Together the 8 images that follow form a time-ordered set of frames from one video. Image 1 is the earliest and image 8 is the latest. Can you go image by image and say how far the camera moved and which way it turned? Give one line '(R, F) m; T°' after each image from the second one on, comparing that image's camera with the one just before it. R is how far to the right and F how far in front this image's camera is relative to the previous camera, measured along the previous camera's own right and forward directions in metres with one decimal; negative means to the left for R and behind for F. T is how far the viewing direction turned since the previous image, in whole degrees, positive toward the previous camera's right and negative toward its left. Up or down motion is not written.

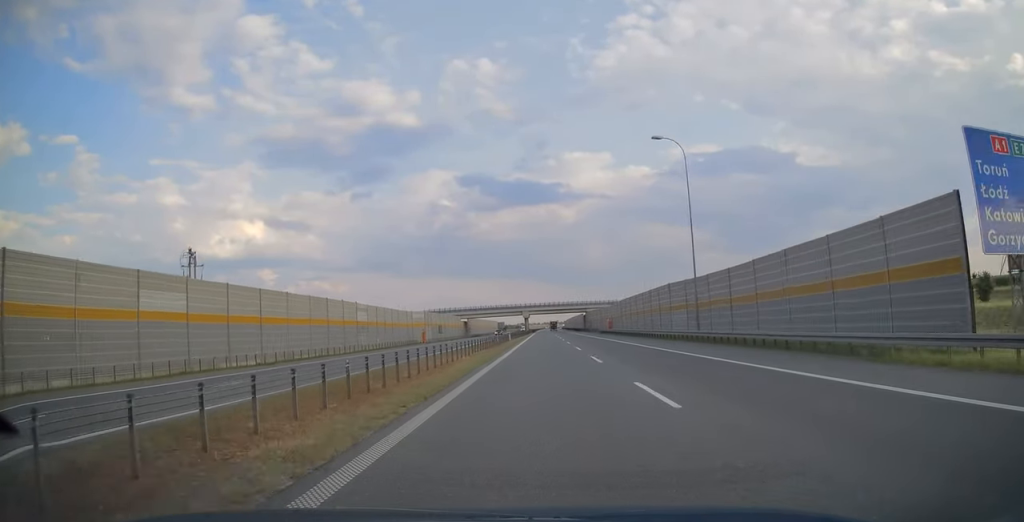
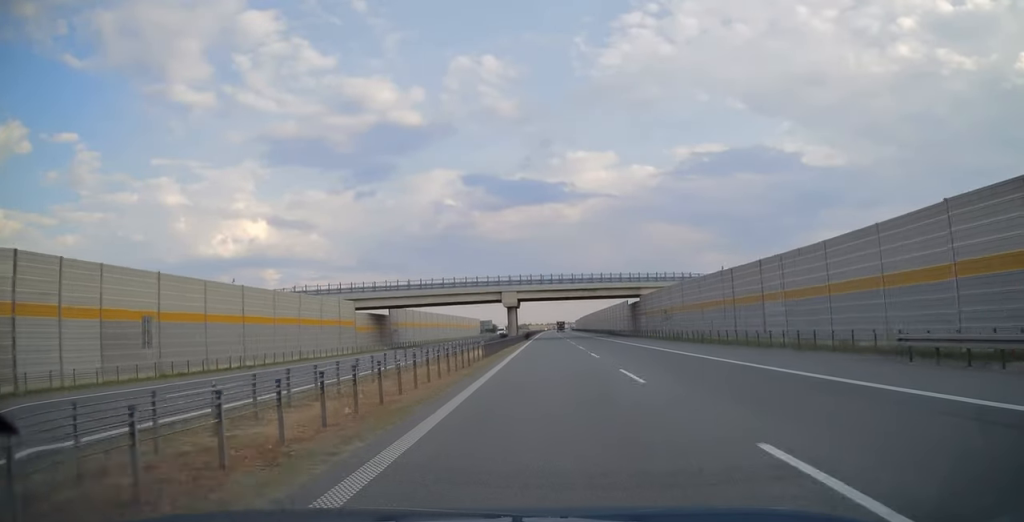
(-0.3, +87.1) m; 0°
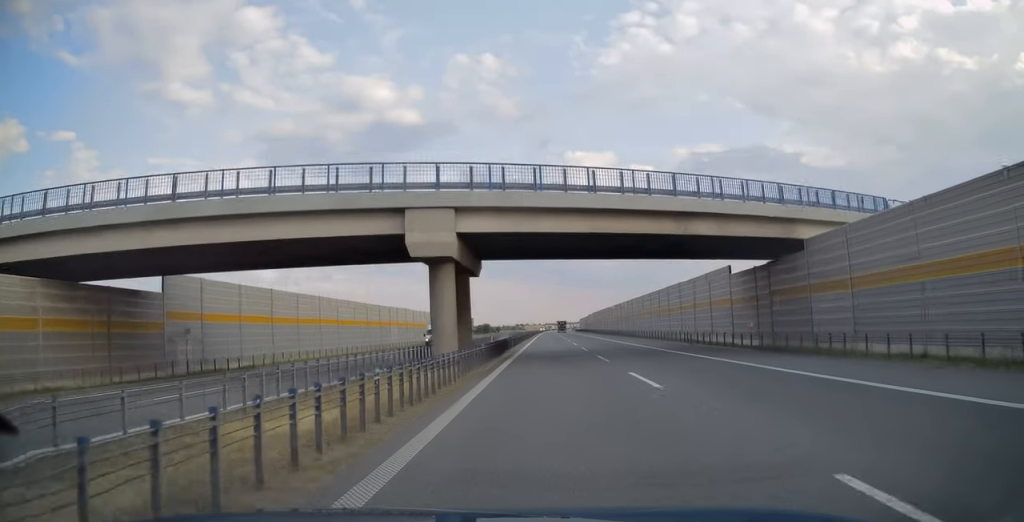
(-0.1, +49.3) m; 0°
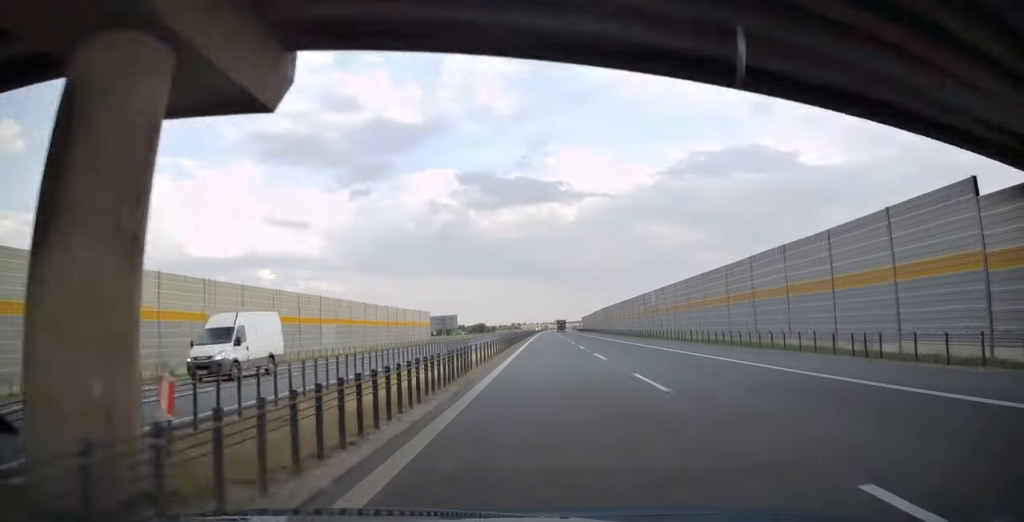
(-0.1, +24.3) m; 0°
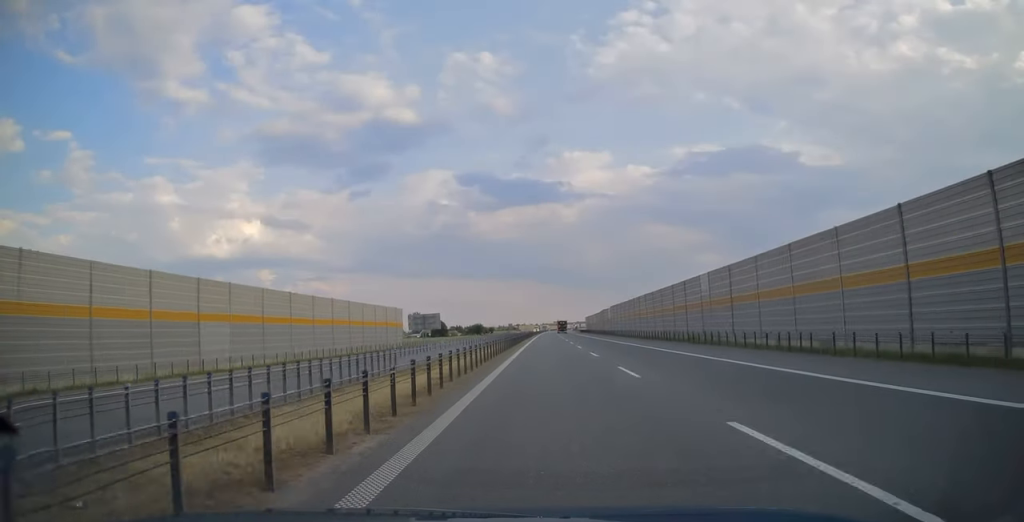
(0.0, +20.7) m; 0°
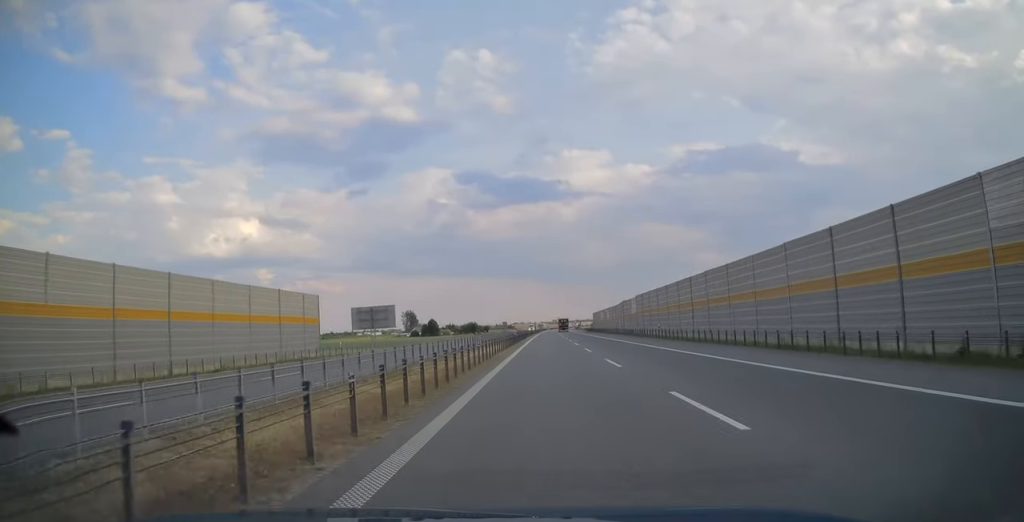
(+0.1, +32.1) m; 0°
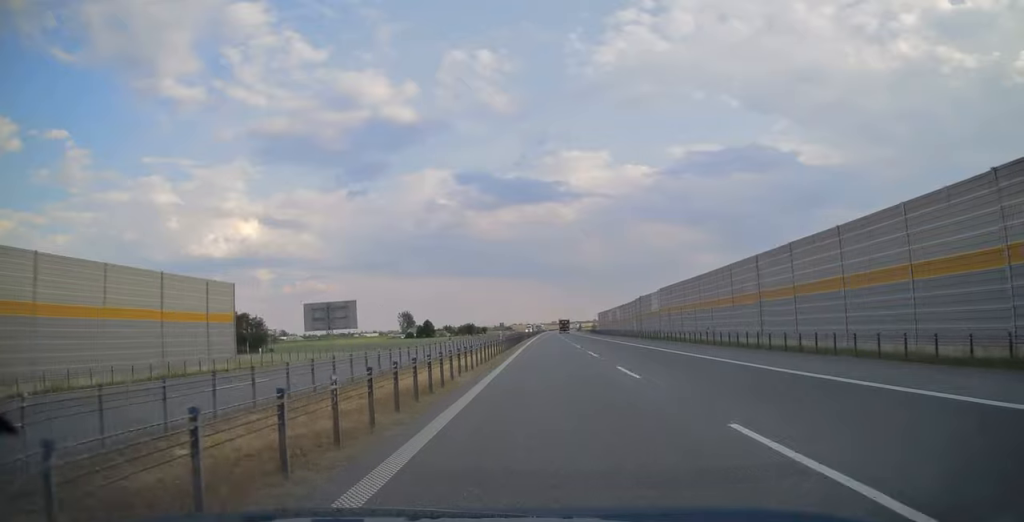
(+0.1, +15.8) m; 0°
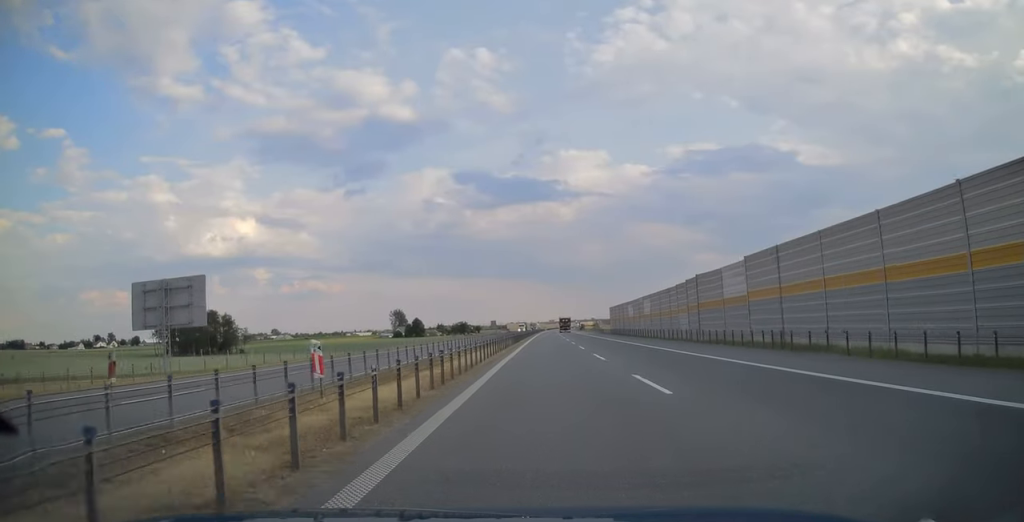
(0.0, +28.4) m; 0°
